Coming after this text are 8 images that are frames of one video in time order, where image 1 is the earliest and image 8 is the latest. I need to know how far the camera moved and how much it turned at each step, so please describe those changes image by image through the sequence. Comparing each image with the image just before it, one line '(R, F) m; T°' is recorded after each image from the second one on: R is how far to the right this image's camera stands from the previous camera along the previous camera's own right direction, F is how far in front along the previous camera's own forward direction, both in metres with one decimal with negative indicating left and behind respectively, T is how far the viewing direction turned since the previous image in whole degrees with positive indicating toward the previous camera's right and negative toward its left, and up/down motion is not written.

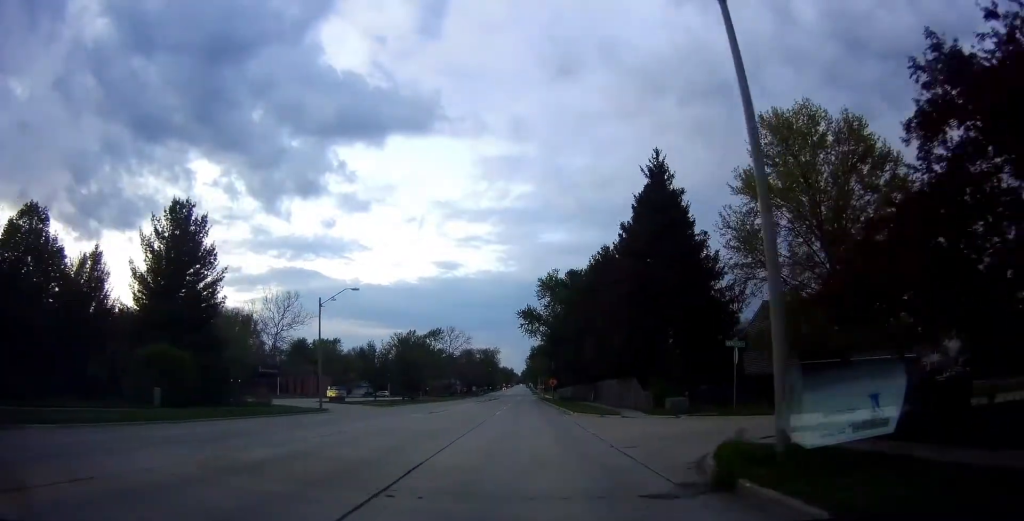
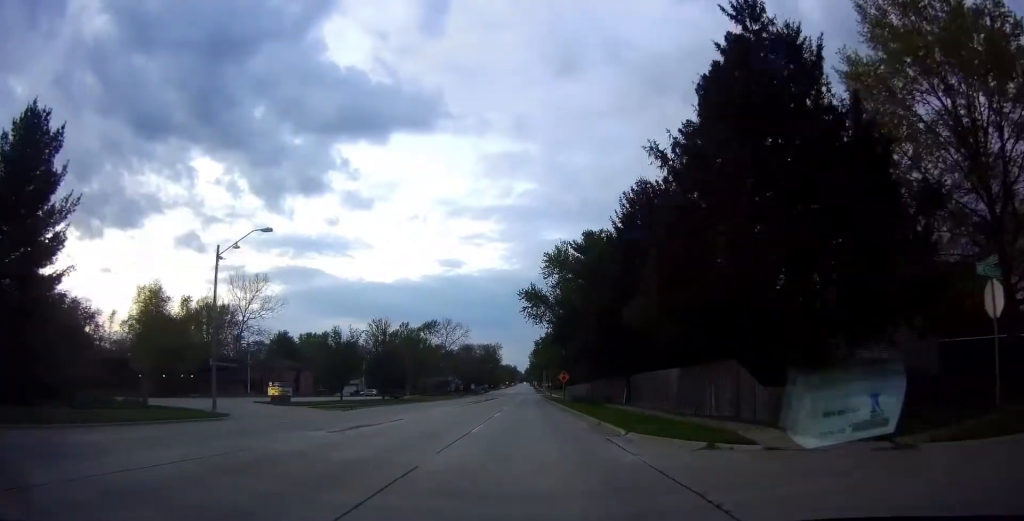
(+0.3, +17.0) m; +1°
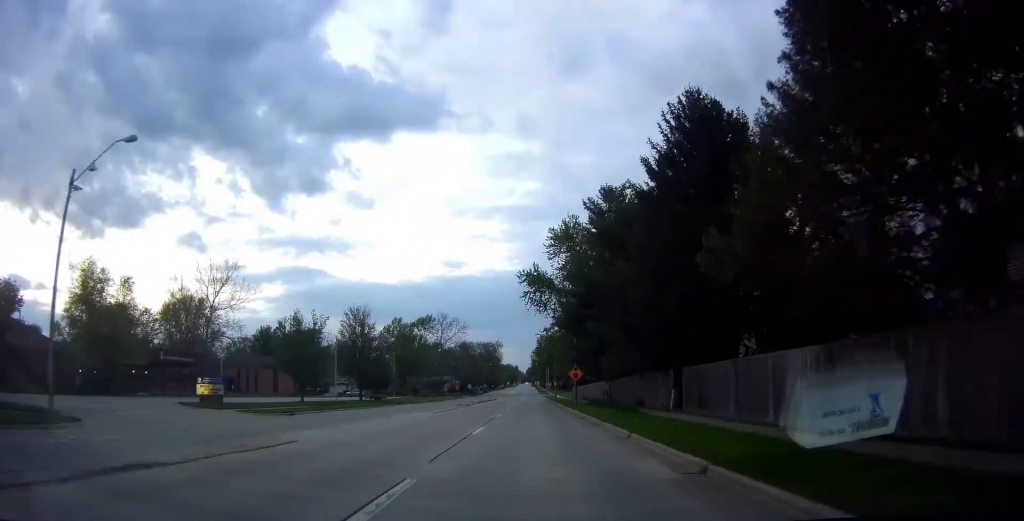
(0.0, +12.3) m; 0°
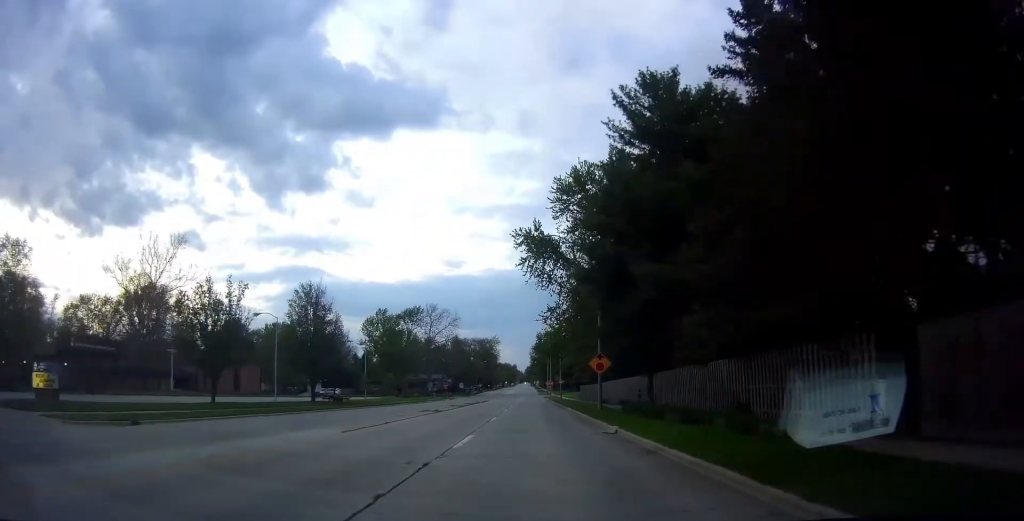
(0.0, +16.1) m; 0°
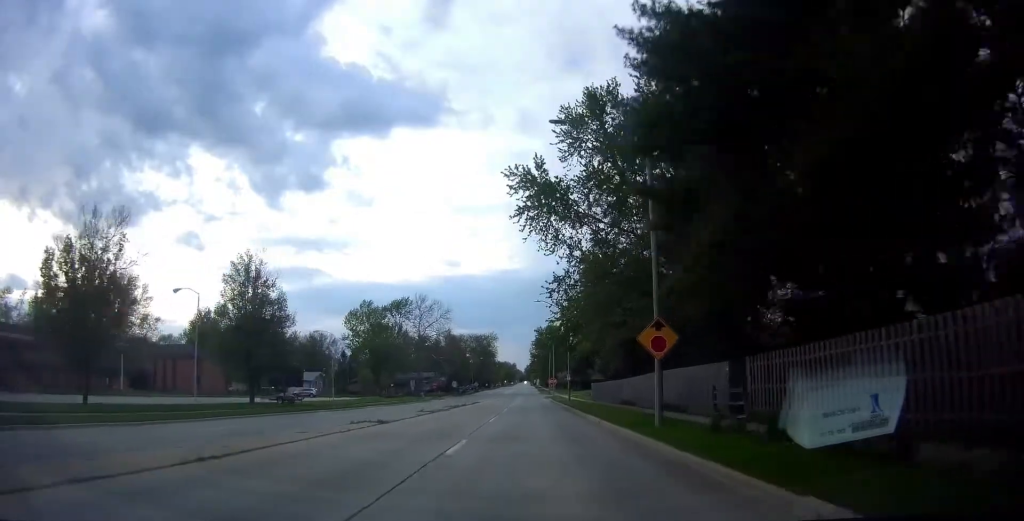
(0.0, +14.0) m; 0°
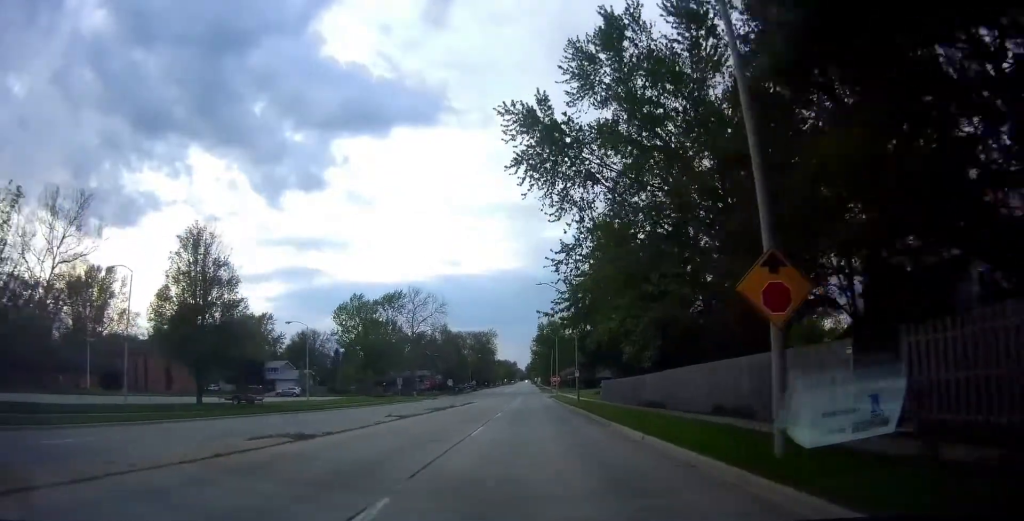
(0.0, +8.5) m; 0°
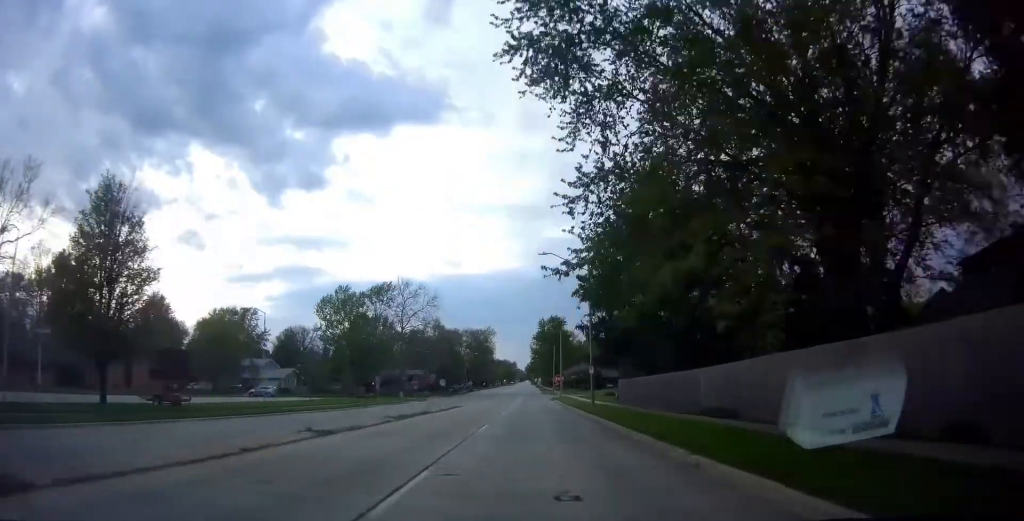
(0.0, +10.0) m; 0°
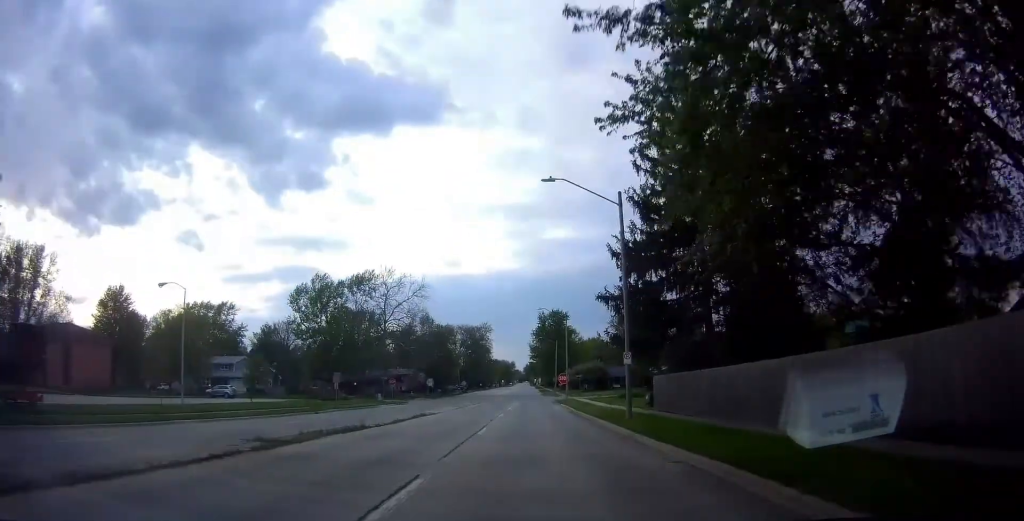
(0.0, +12.9) m; 0°
